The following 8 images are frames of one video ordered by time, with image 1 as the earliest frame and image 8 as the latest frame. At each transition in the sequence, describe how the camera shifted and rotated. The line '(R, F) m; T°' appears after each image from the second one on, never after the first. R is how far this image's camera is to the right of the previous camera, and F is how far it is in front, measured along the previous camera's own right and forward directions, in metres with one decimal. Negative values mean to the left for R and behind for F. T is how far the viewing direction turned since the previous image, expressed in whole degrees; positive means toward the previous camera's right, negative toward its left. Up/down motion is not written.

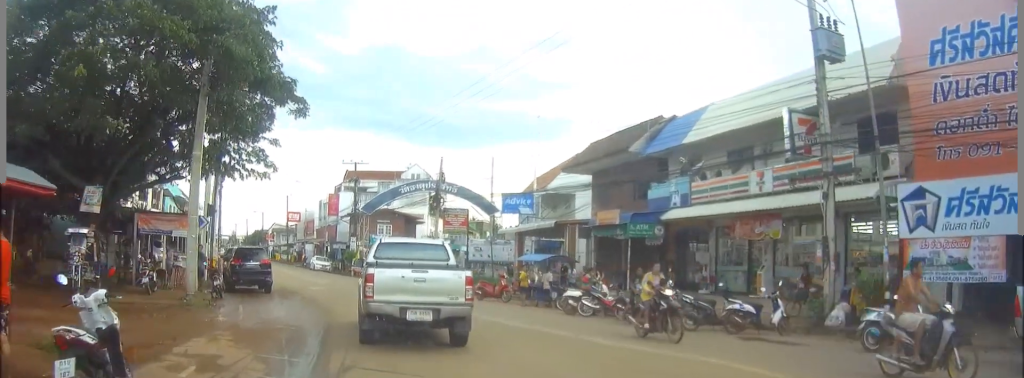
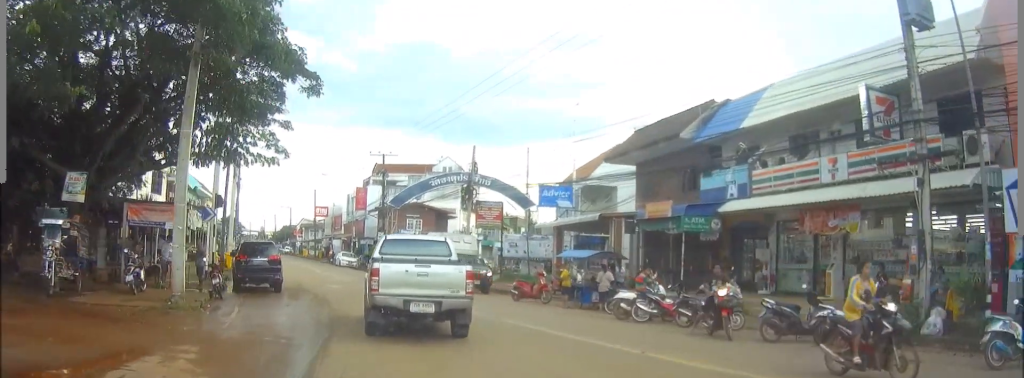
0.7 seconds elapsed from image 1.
(-0.1, +3.1) m; -5°
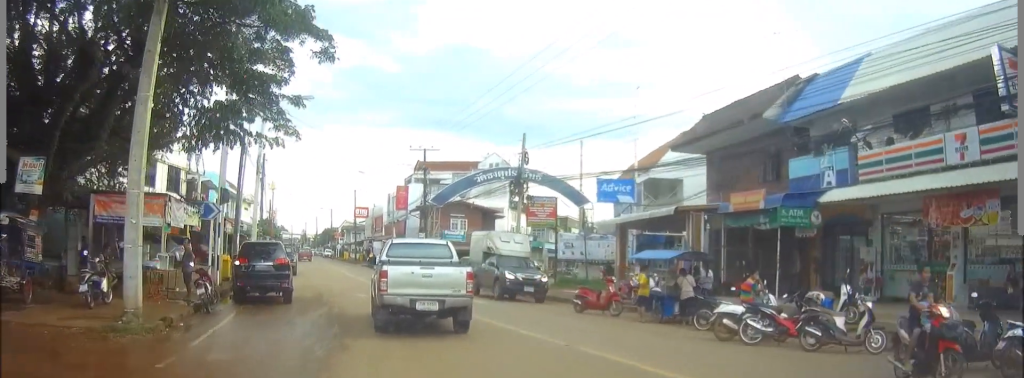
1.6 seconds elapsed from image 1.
(-0.3, +4.5) m; -6°
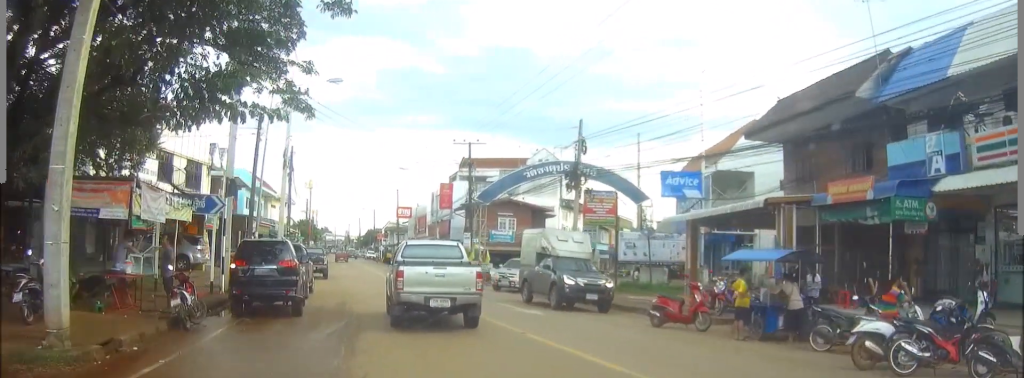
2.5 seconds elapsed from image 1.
(-0.2, +4.1) m; -1°
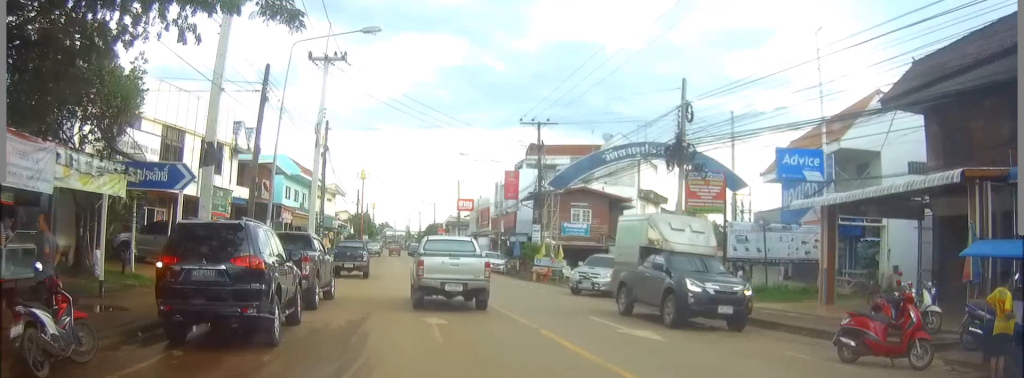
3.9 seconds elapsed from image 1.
(+0.4, +6.8) m; +6°
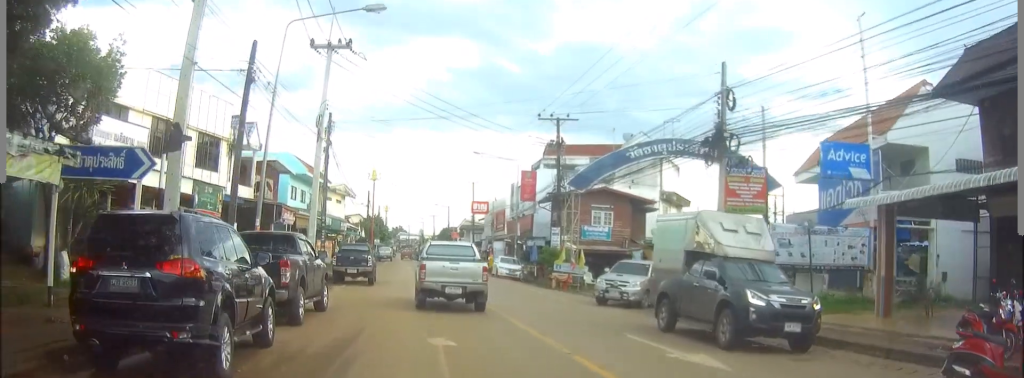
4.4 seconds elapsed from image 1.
(+0.1, +2.6) m; +2°
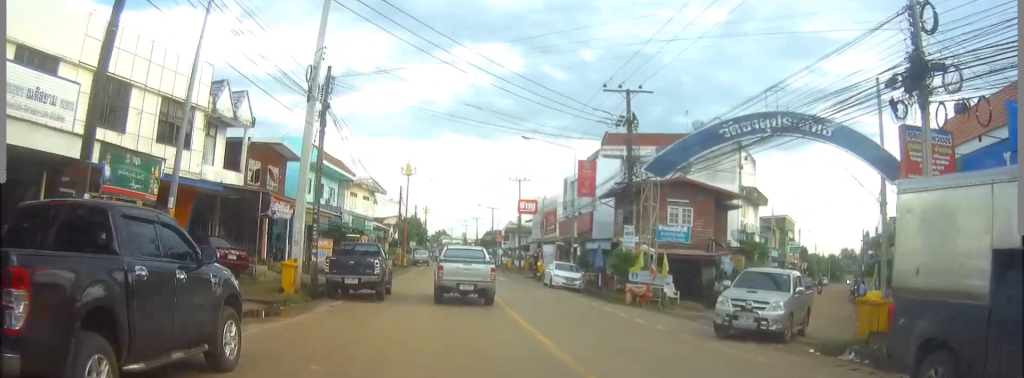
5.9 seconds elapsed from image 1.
(-0.6, +8.7) m; -10°
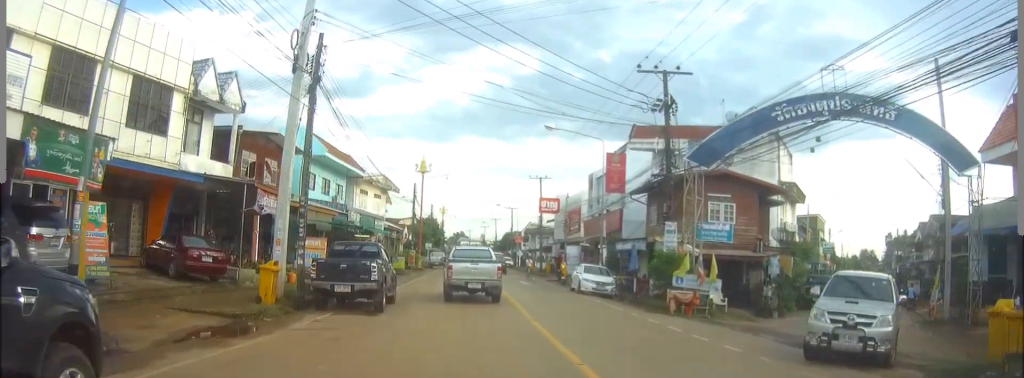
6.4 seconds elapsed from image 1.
(-0.2, +3.6) m; -4°
